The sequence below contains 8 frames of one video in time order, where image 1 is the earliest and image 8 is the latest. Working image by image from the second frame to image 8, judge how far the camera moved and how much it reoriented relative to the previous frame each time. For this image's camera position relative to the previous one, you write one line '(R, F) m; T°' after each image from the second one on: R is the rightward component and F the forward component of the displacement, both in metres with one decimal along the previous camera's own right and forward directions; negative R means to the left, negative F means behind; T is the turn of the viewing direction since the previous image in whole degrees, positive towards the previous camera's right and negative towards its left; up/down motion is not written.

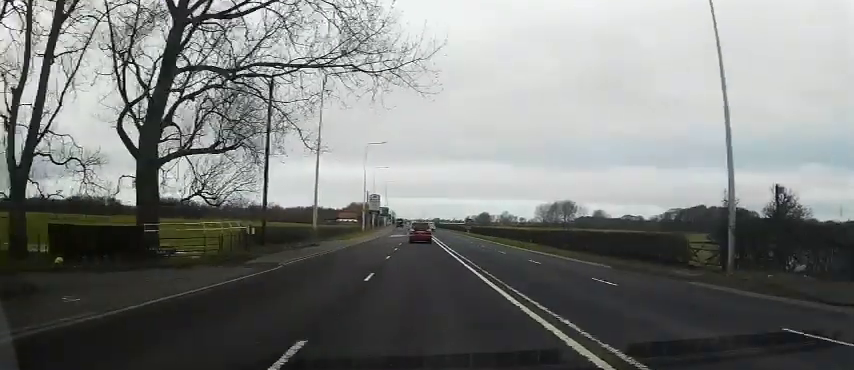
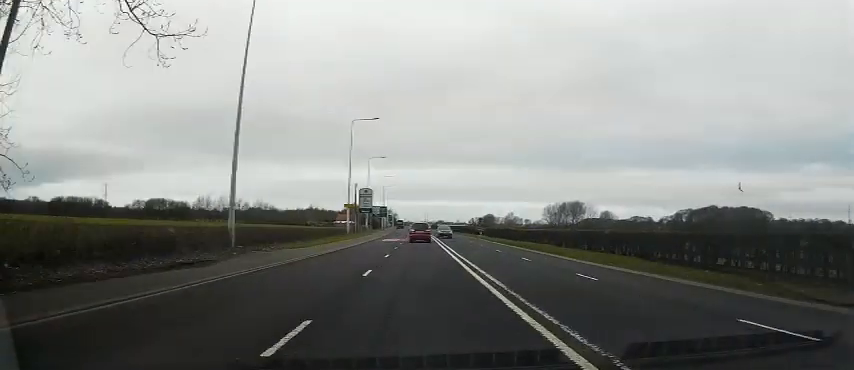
(-0.2, +16.9) m; -1°
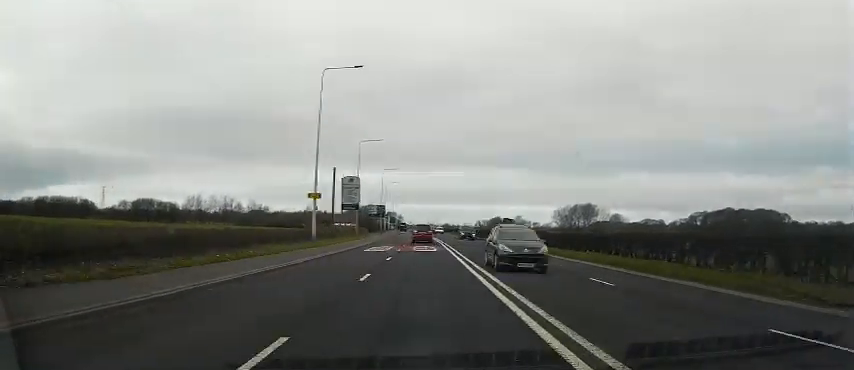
(0.0, +18.7) m; 0°
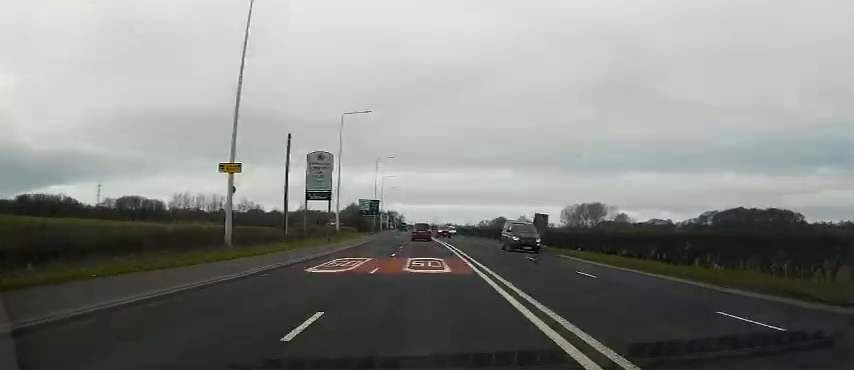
(+0.1, +15.8) m; 0°
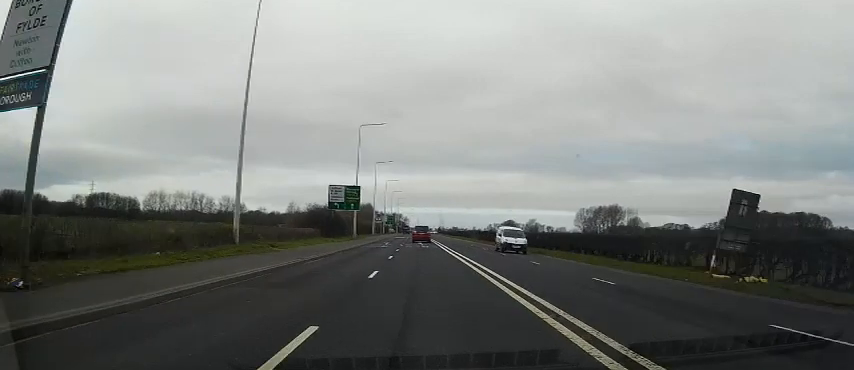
(-0.1, +27.7) m; 0°
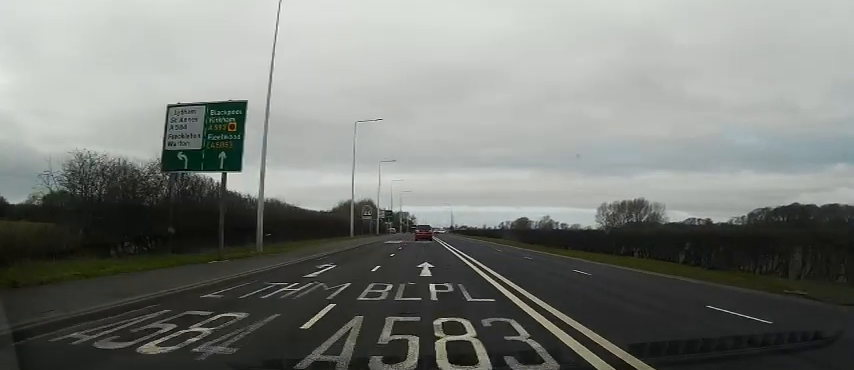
(-0.5, +34.0) m; -1°
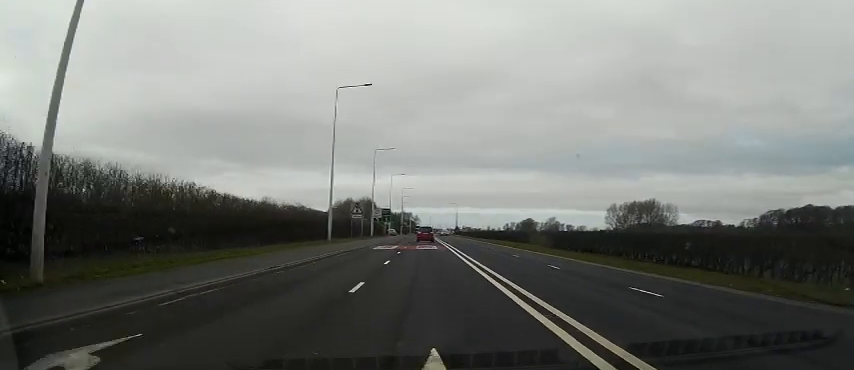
(0.0, +14.0) m; 0°
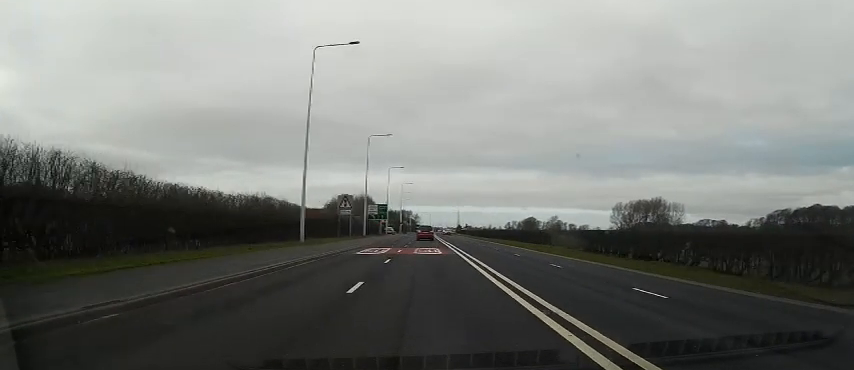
(0.0, +9.0) m; 0°
